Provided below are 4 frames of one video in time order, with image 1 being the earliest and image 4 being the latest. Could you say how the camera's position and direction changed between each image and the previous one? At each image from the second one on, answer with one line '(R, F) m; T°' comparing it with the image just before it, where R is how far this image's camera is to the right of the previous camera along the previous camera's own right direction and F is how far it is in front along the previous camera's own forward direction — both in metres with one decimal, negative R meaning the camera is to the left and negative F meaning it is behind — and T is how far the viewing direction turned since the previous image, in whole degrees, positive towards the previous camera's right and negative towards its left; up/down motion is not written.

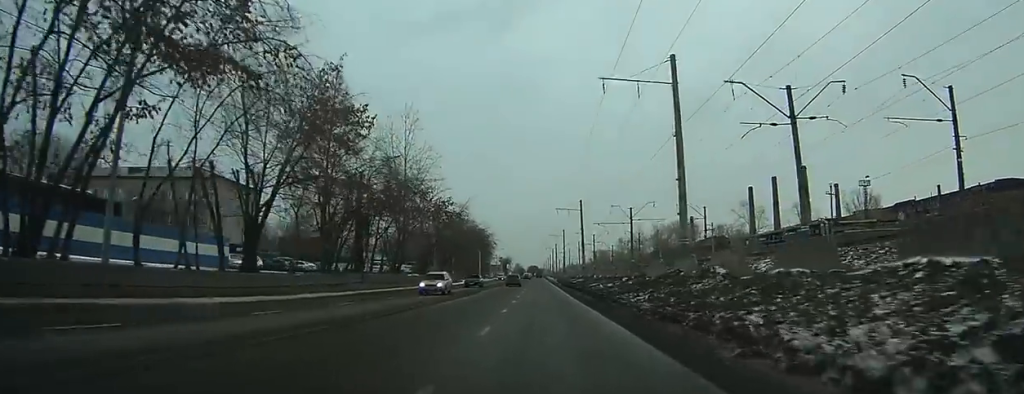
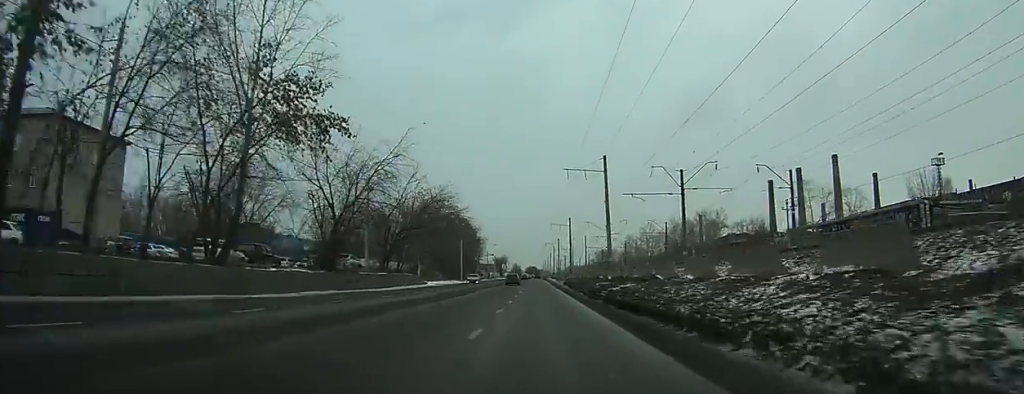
(+0.2, +33.3) m; 0°
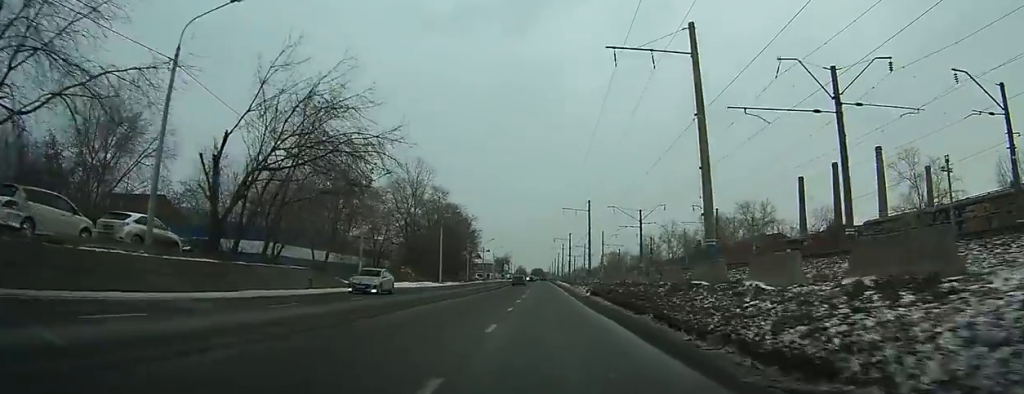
(-0.3, +30.6) m; -1°
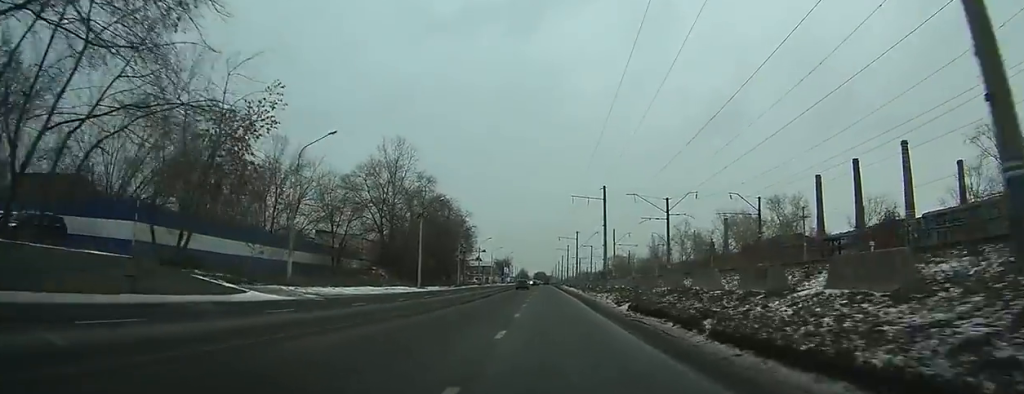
(-0.1, +16.5) m; 0°
